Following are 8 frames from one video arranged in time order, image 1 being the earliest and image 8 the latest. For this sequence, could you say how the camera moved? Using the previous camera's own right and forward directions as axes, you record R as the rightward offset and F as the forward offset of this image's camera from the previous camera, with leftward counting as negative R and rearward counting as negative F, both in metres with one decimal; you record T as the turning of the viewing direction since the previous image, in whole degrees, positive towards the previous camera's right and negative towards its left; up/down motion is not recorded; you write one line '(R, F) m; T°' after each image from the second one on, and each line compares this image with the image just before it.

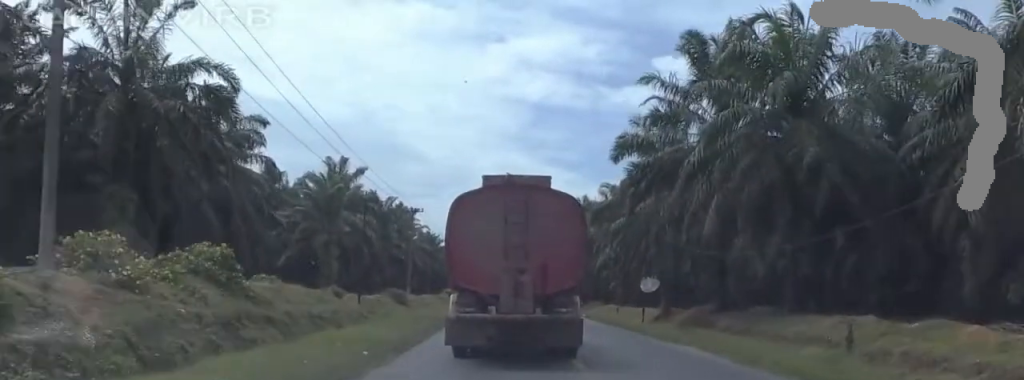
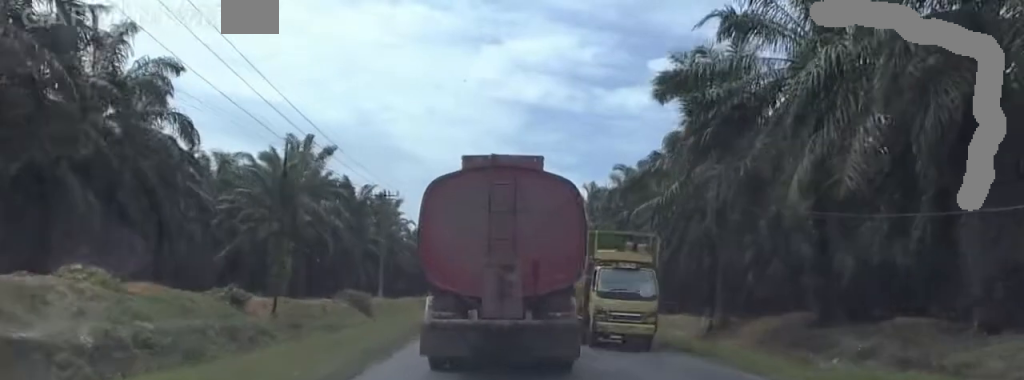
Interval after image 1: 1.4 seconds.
(+0.3, +17.8) m; +1°
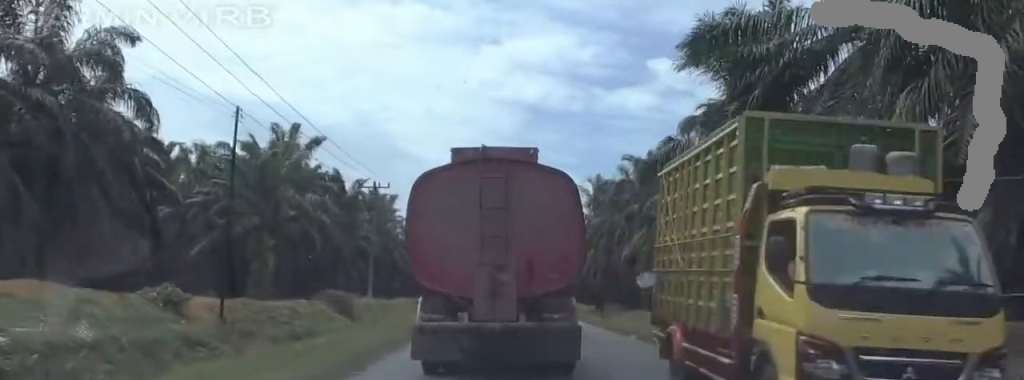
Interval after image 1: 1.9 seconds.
(0.0, +6.4) m; 0°
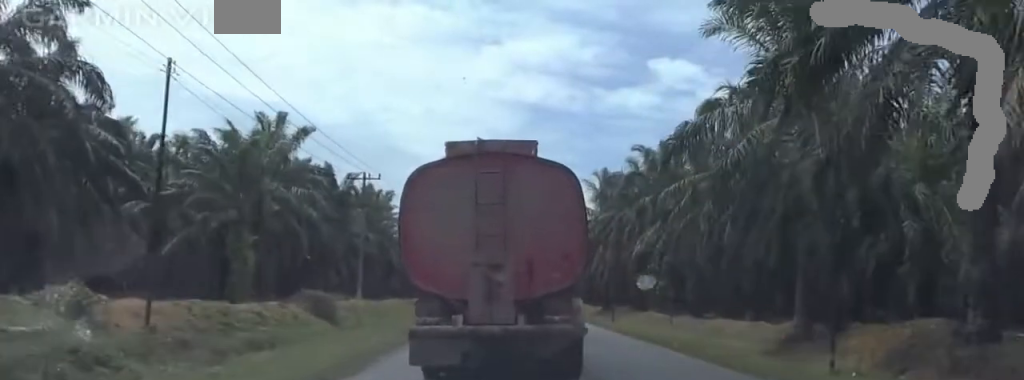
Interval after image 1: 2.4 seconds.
(-0.6, +5.8) m; 0°
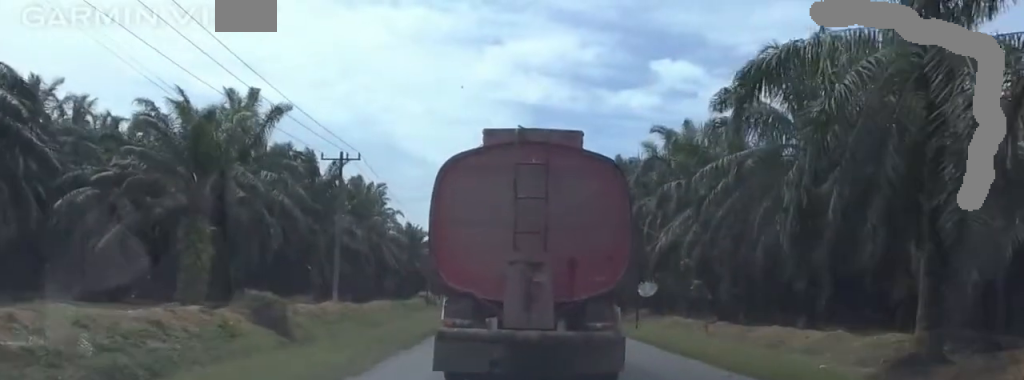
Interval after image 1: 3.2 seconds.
(+0.6, +9.9) m; 0°
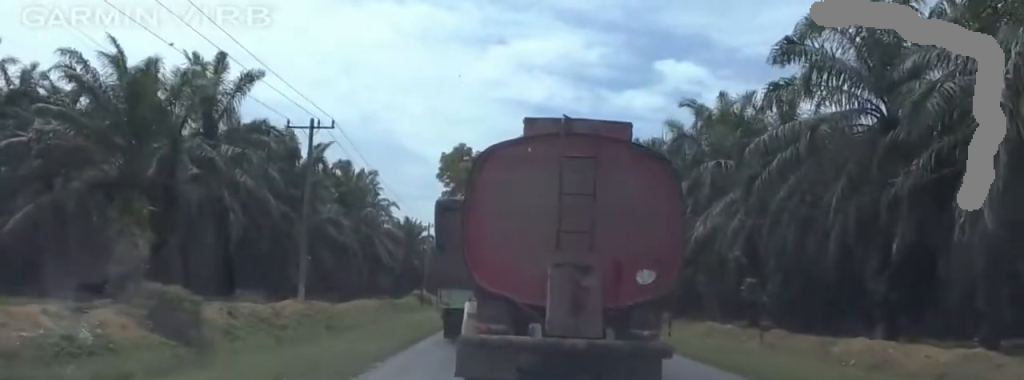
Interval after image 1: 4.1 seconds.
(-0.1, +9.9) m; -2°
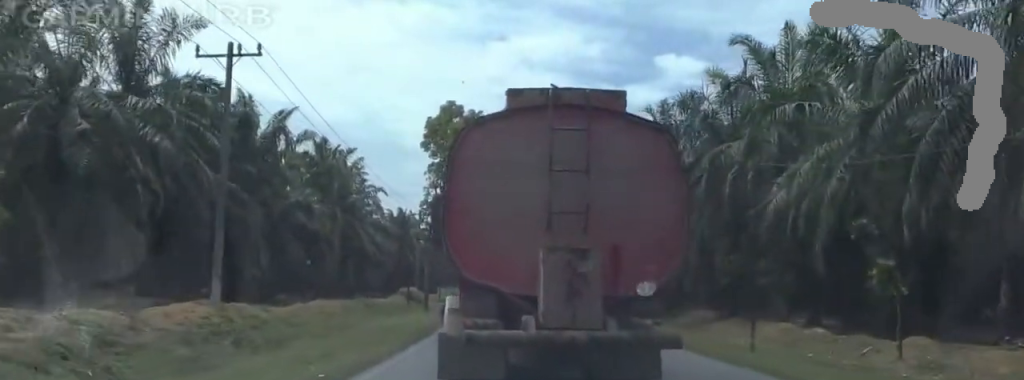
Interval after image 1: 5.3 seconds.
(-0.5, +14.4) m; 0°
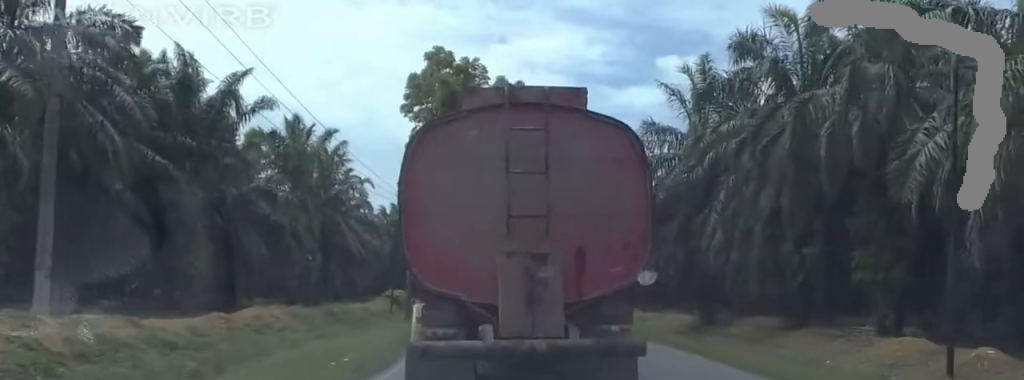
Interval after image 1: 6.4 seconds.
(+0.3, +13.9) m; +4°
